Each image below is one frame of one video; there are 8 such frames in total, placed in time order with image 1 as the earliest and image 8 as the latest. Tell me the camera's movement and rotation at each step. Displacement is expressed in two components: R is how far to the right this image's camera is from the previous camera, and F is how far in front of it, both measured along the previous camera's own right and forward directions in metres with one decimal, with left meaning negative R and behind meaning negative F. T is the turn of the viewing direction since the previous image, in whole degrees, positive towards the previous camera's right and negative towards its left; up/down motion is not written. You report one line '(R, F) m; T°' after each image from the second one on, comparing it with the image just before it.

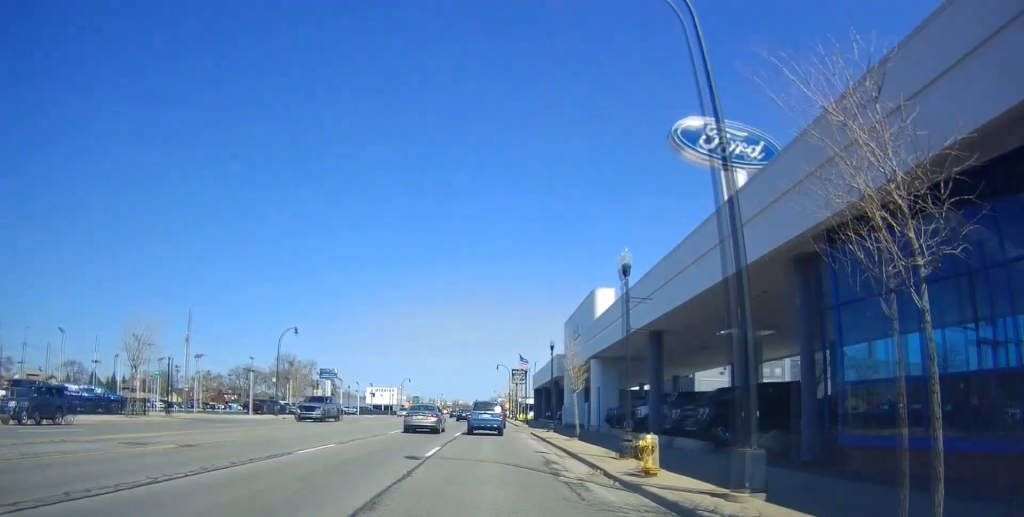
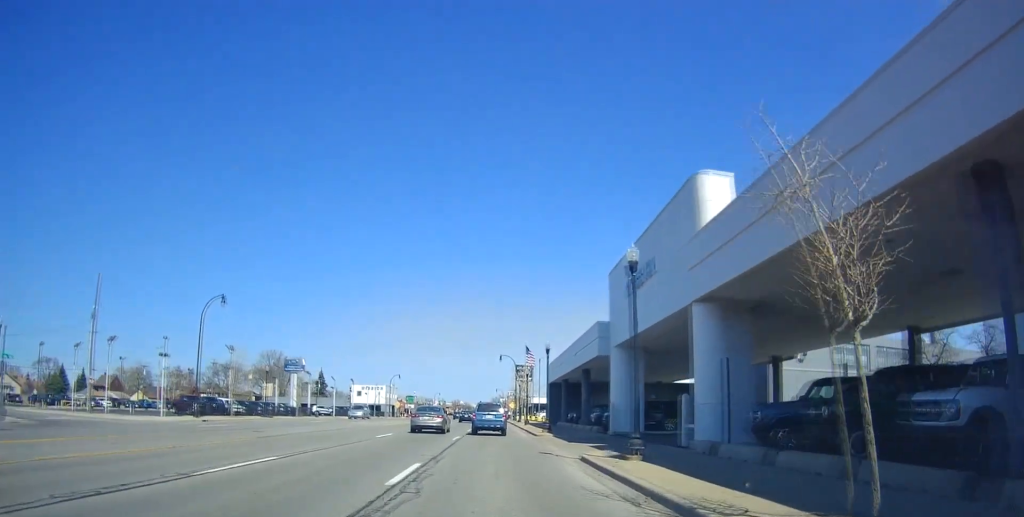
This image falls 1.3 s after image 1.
(-0.3, +19.6) m; -1°
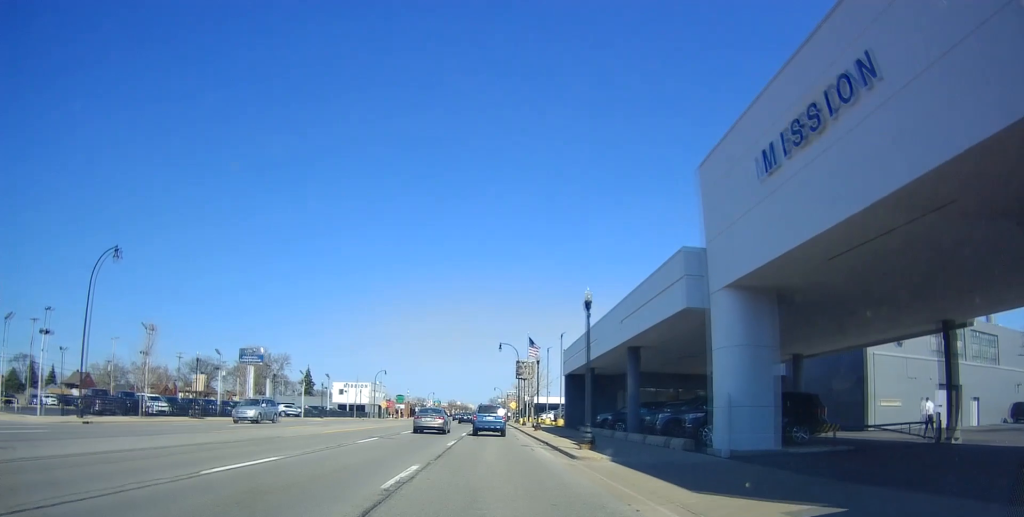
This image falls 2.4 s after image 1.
(0.0, +15.6) m; 0°
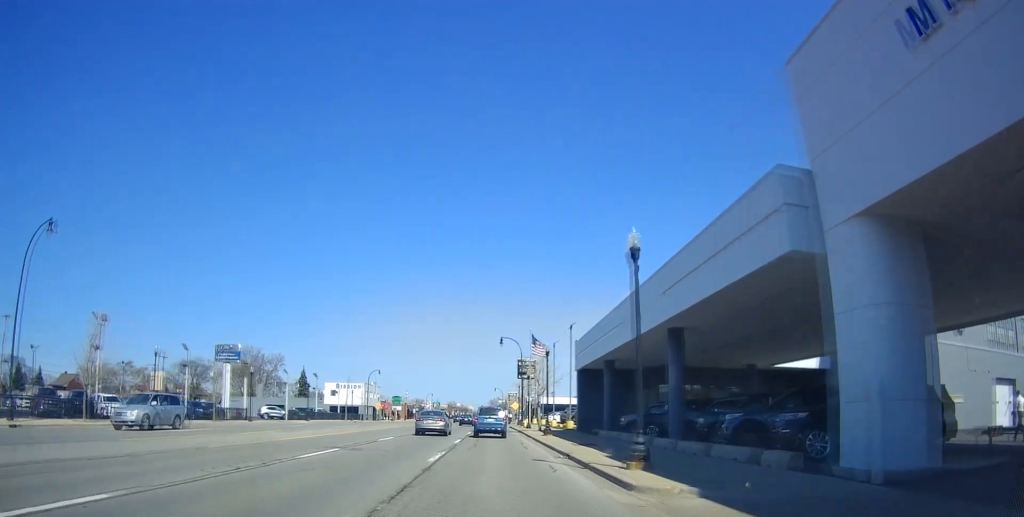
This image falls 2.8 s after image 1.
(+0.1, +6.7) m; 0°
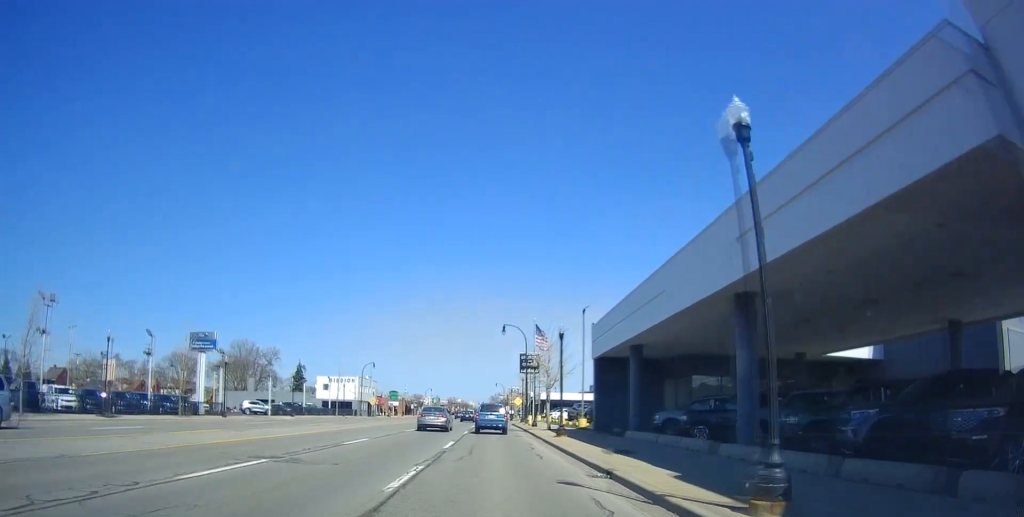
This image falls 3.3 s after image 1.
(0.0, +6.2) m; 0°
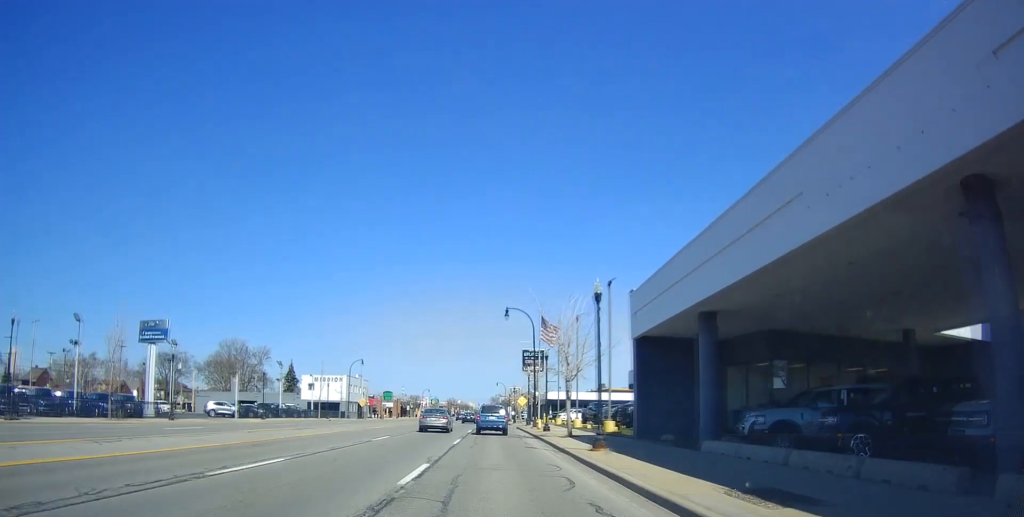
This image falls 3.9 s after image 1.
(-0.2, +9.6) m; +2°
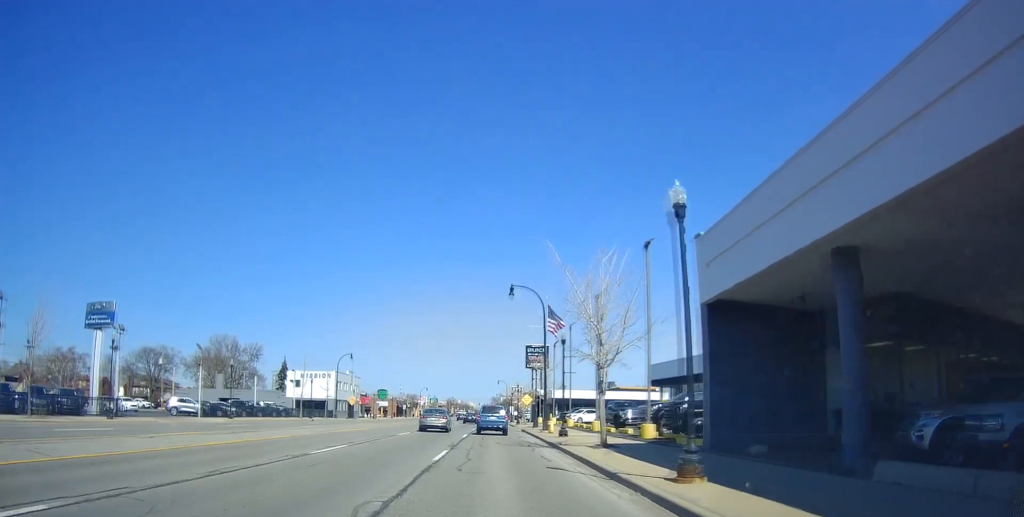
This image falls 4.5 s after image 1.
(+0.3, +8.1) m; 0°
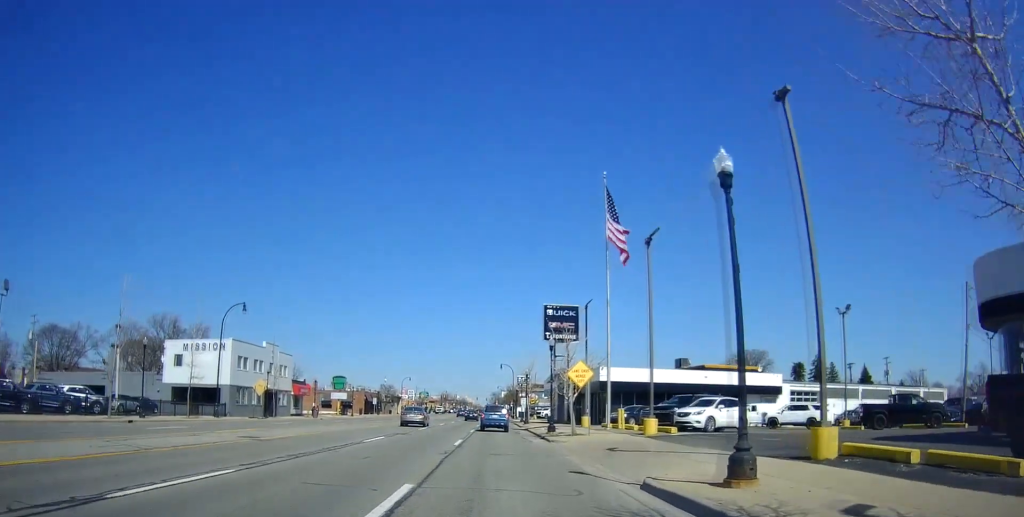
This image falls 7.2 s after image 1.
(-1.2, +39.1) m; -4°
